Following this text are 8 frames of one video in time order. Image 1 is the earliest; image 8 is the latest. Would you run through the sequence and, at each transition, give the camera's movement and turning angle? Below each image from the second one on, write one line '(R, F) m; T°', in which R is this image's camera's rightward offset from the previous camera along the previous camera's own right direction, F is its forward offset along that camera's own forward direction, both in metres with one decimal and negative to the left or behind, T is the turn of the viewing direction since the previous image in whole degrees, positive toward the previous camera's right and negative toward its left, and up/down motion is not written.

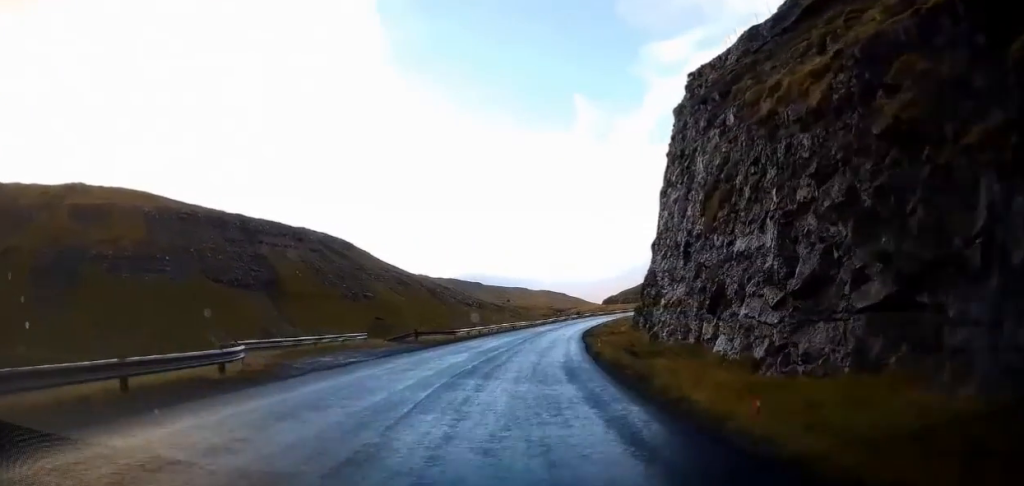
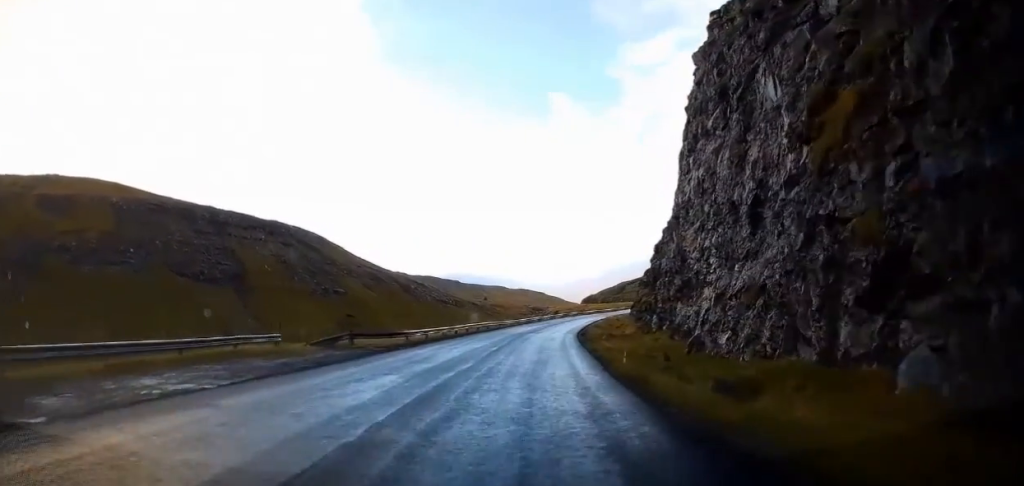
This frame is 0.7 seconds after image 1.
(+0.1, +11.0) m; +1°
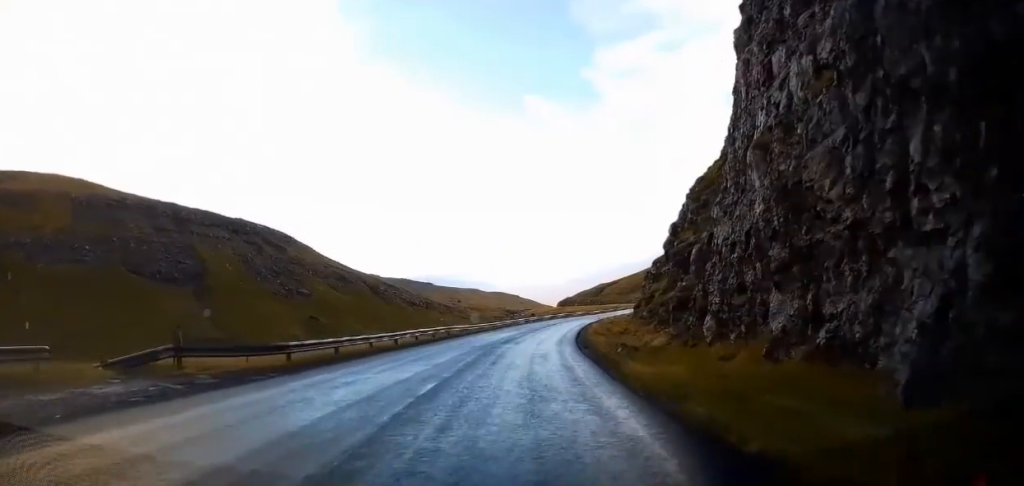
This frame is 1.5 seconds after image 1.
(+0.2, +13.9) m; +3°
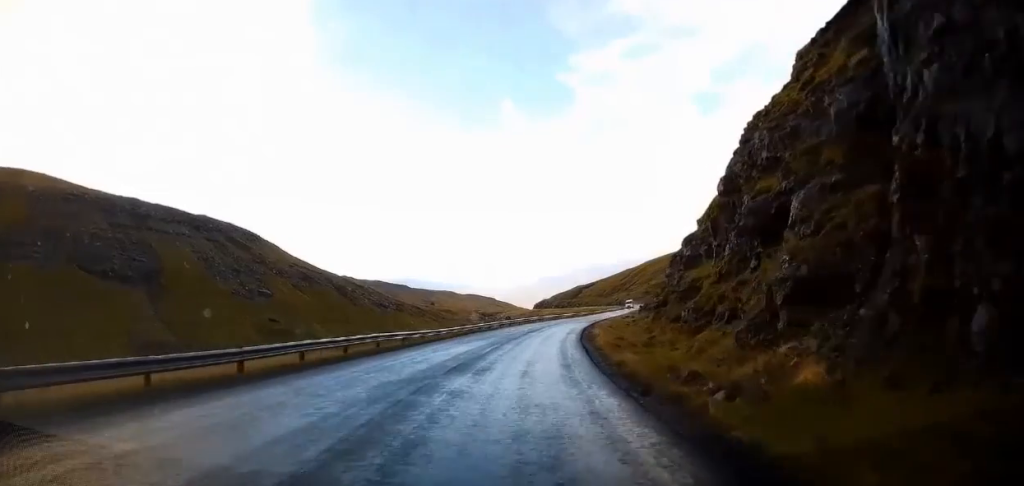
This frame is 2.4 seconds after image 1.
(+0.5, +15.1) m; +3°
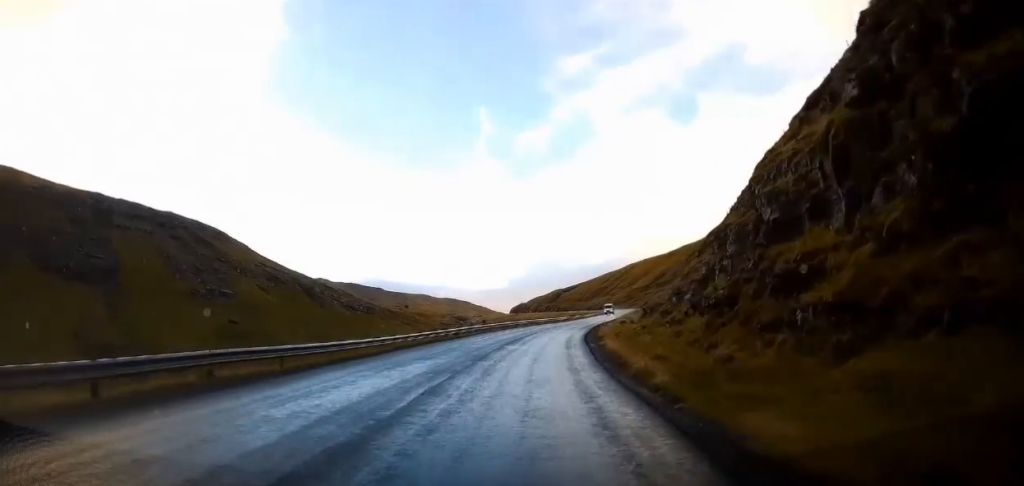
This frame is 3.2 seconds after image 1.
(+0.4, +13.4) m; +3°
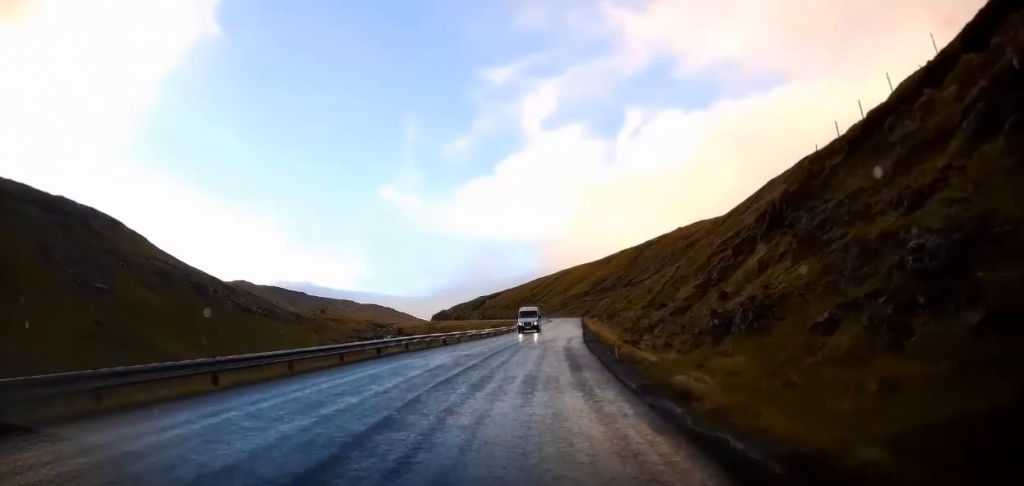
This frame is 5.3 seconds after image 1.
(+2.0, +34.8) m; +7°
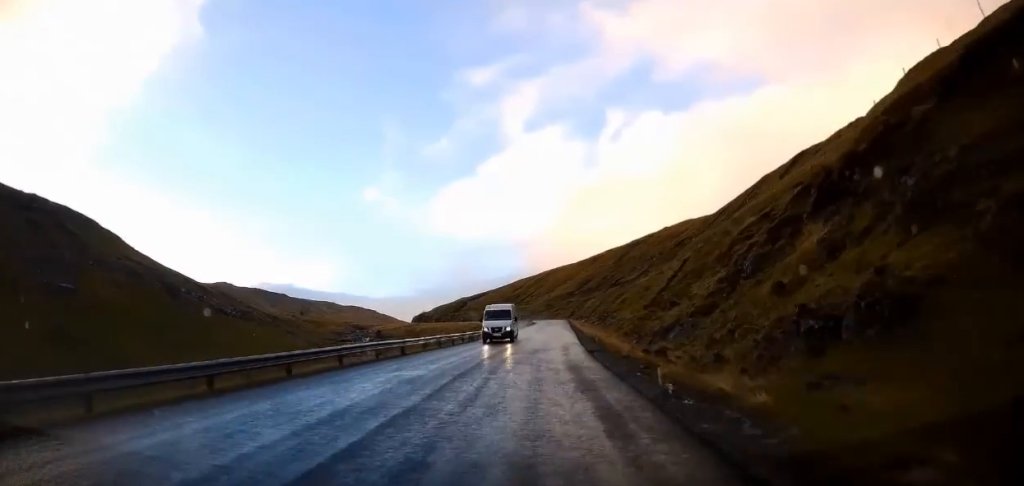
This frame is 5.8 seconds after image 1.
(0.0, +8.4) m; +2°
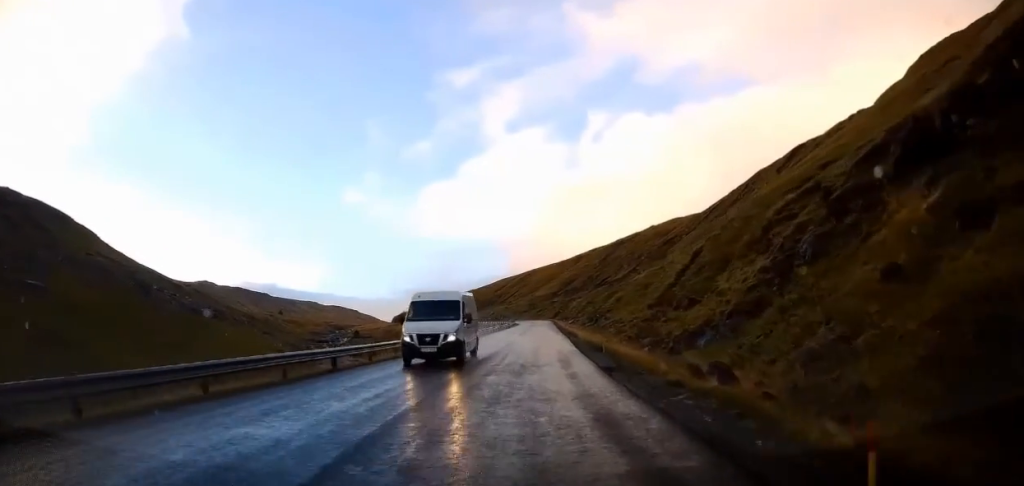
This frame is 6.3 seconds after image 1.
(+0.3, +8.3) m; +2°
